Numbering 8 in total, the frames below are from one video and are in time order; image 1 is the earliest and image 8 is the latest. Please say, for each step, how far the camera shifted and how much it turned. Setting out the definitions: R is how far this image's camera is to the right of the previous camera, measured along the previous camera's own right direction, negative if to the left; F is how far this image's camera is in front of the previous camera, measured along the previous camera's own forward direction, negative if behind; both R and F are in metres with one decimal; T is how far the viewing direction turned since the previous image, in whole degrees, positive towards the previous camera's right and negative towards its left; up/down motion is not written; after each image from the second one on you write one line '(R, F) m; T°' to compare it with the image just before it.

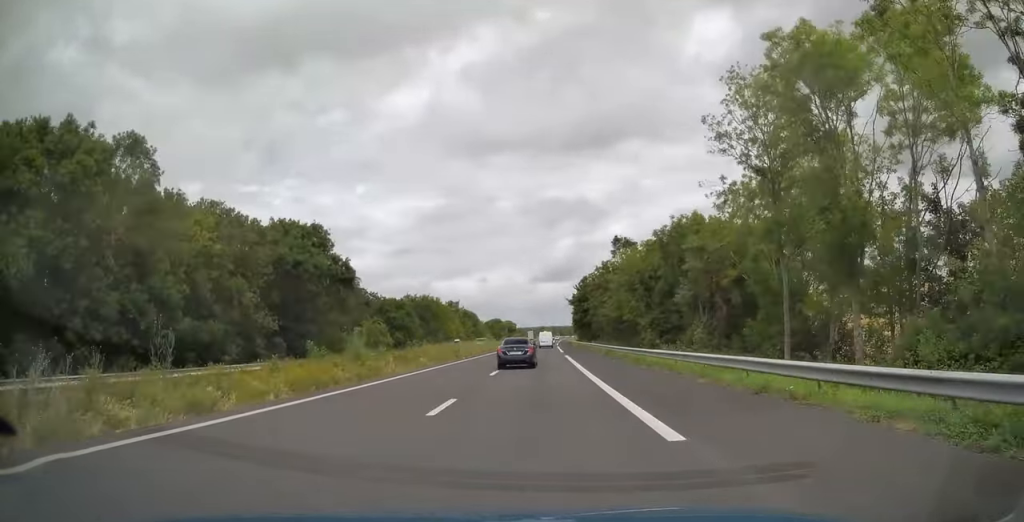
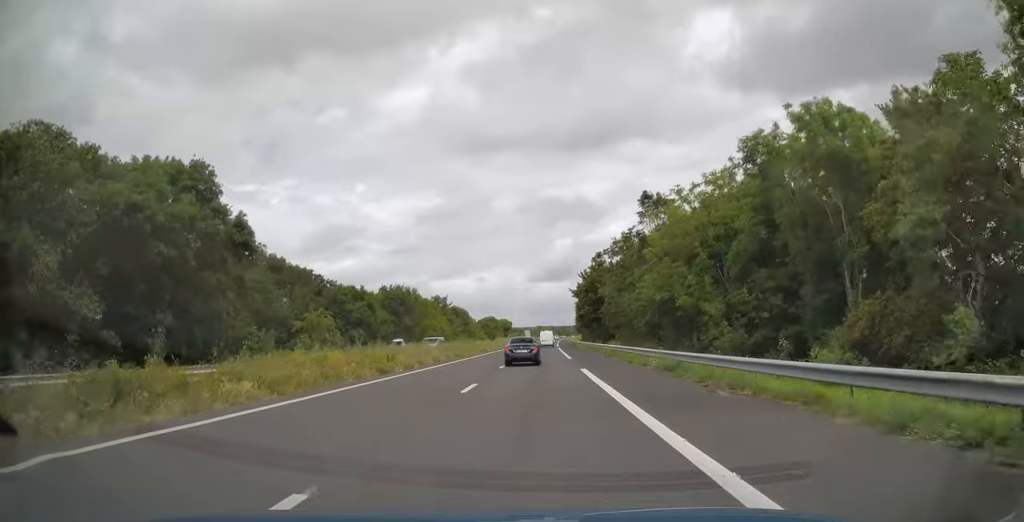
(+0.1, +21.4) m; 0°
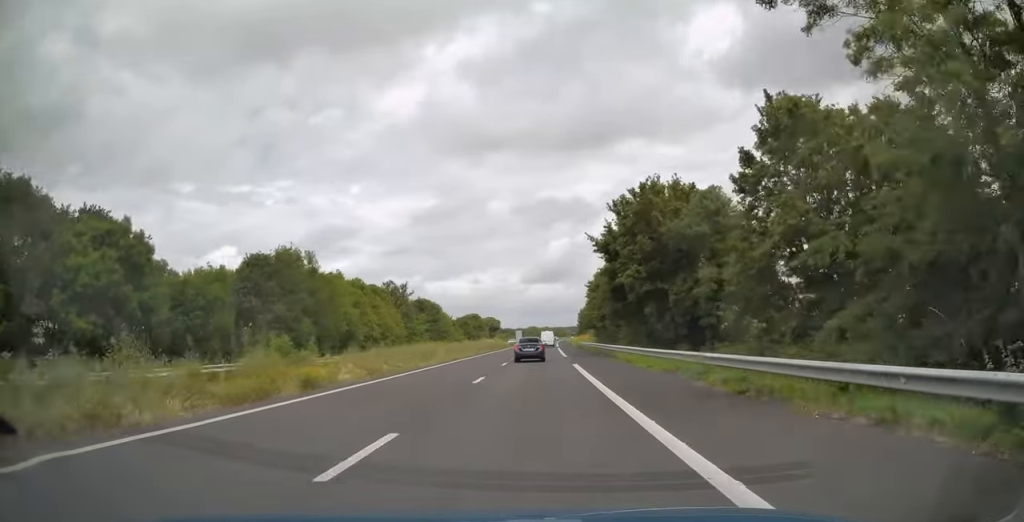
(+0.1, +48.3) m; 0°
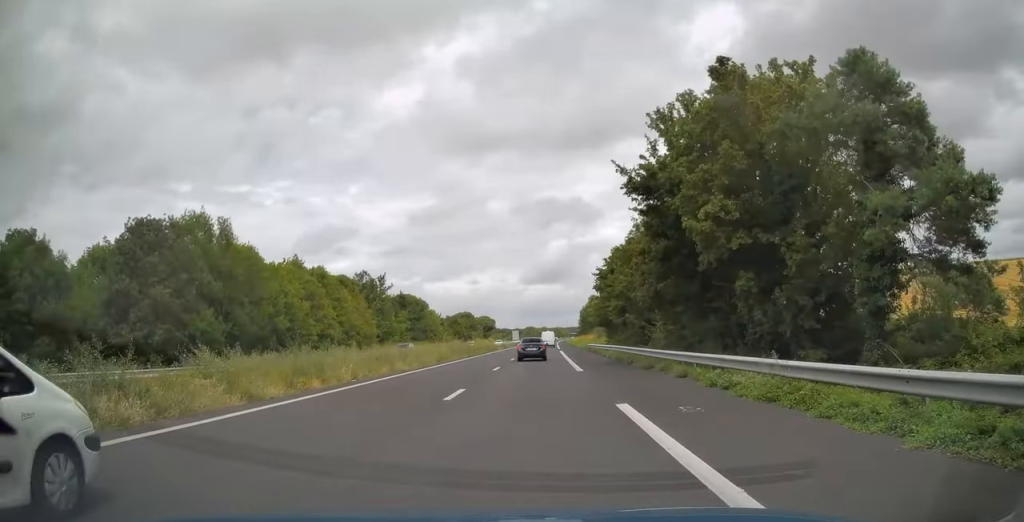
(0.0, +18.2) m; 0°
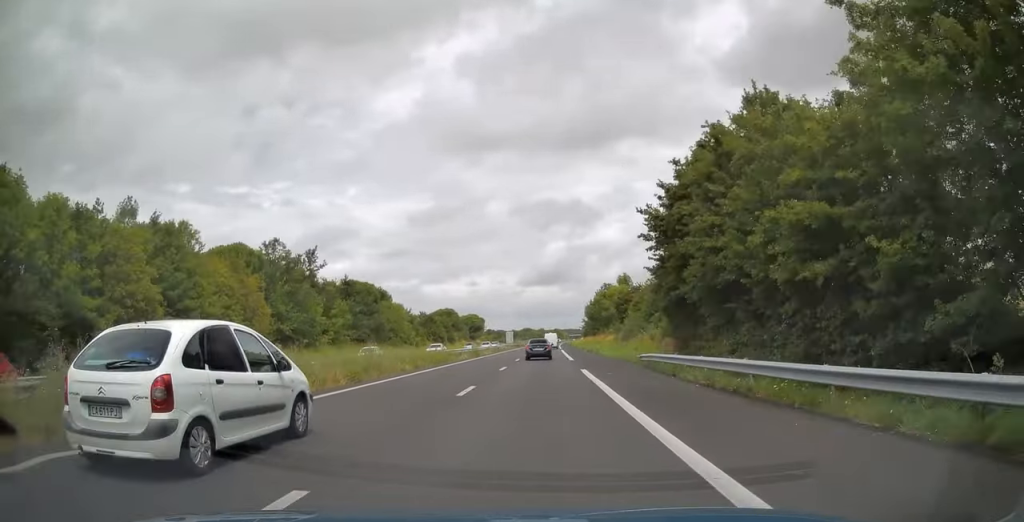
(+0.1, +37.5) m; 0°
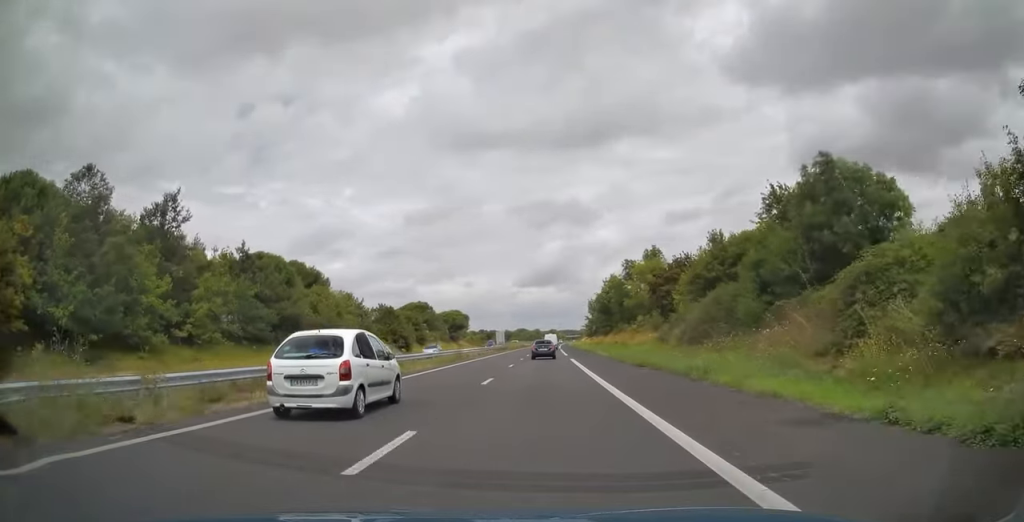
(+0.2, +34.8) m; 0°
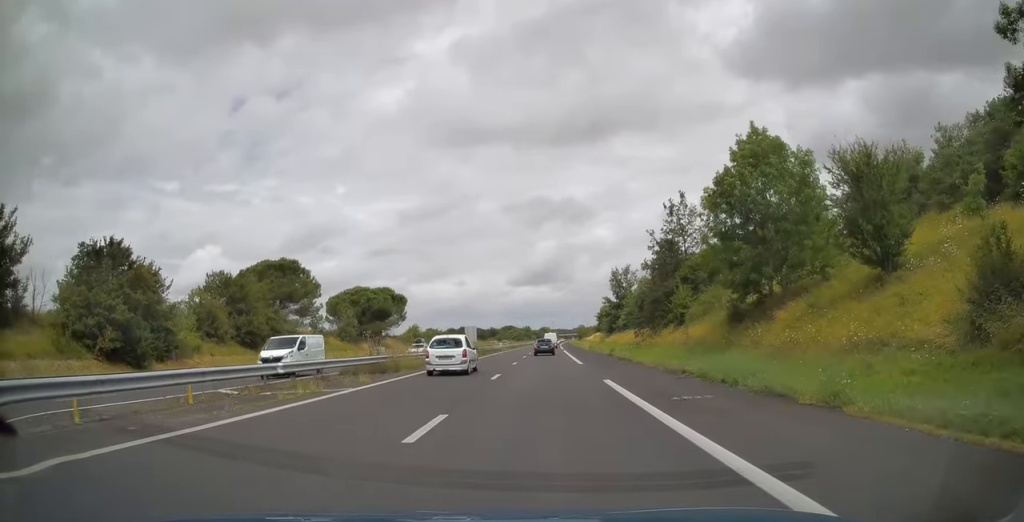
(+0.4, +76.1) m; +1°
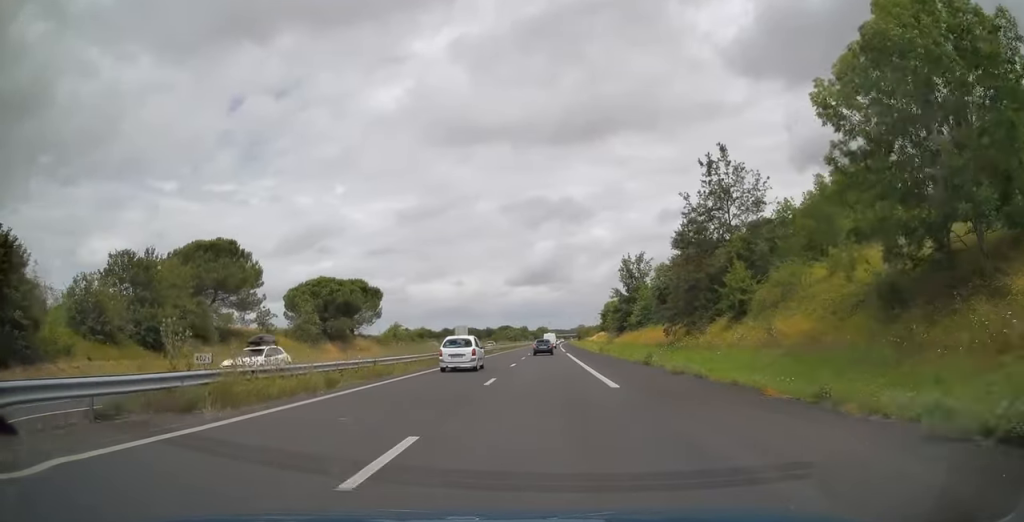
(0.0, +15.6) m; 0°
